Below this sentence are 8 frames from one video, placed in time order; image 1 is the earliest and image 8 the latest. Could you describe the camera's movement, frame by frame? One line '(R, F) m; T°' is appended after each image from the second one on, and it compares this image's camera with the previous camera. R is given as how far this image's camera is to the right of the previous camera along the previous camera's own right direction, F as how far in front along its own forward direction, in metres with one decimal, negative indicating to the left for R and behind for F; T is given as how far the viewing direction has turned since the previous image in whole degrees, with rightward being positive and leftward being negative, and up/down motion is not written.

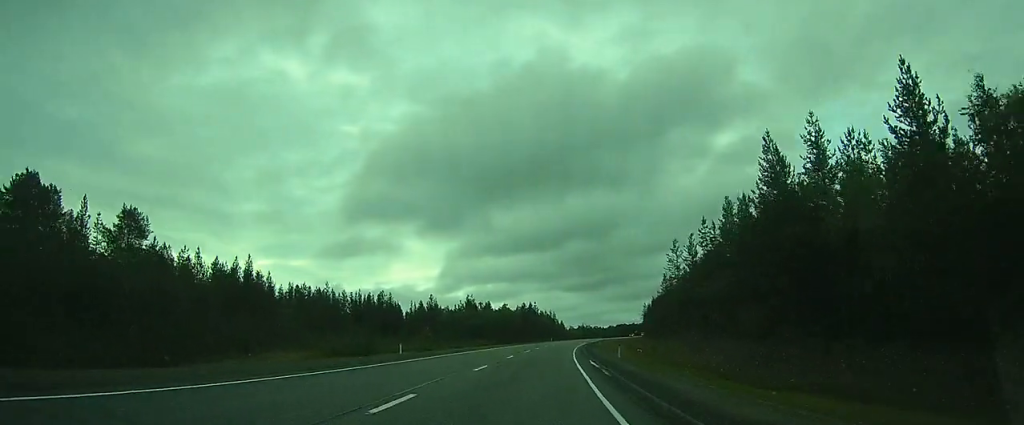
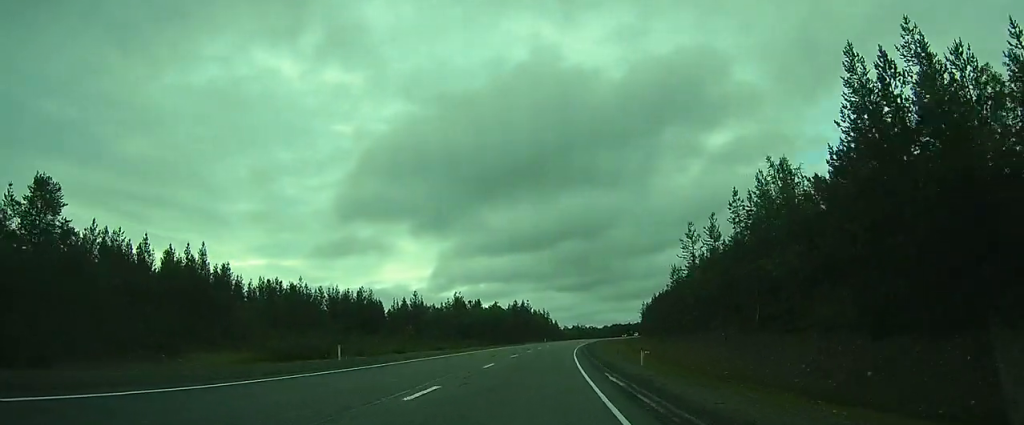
(0.0, +8.8) m; 0°
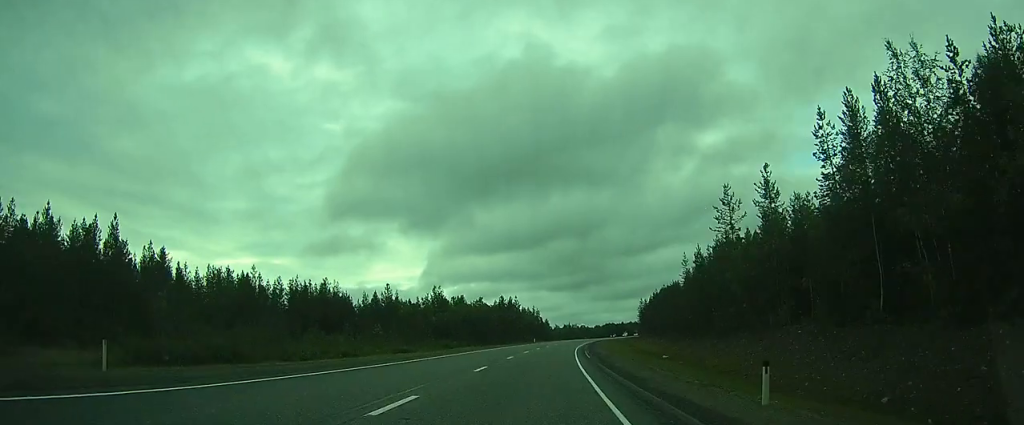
(0.0, +12.9) m; 0°
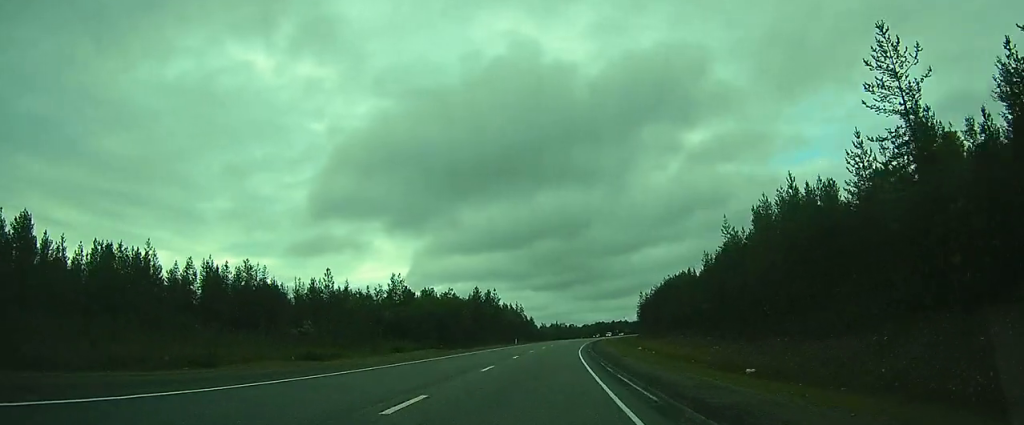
(+0.1, +22.9) m; +1°
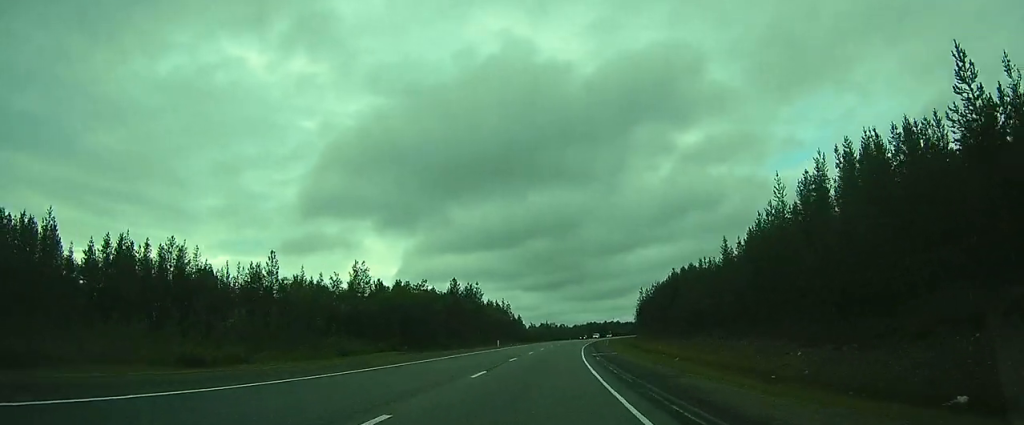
(+0.1, +17.1) m; +1°
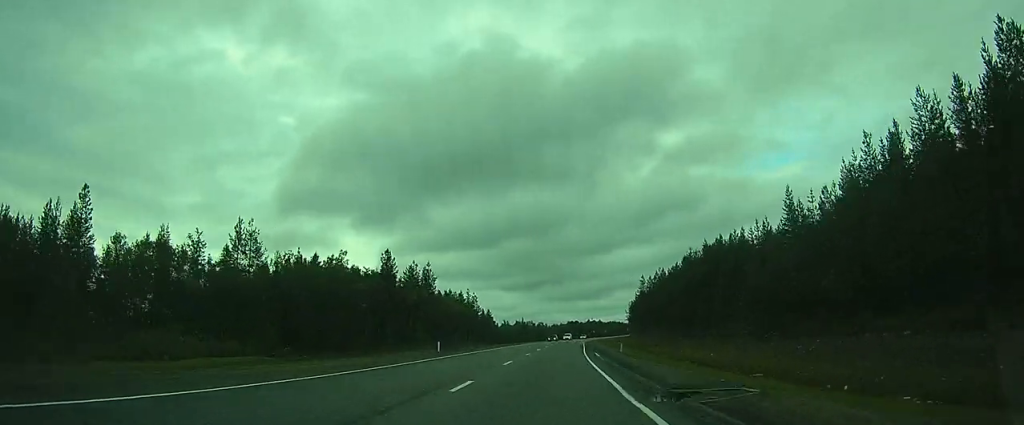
(+0.3, +32.8) m; +1°
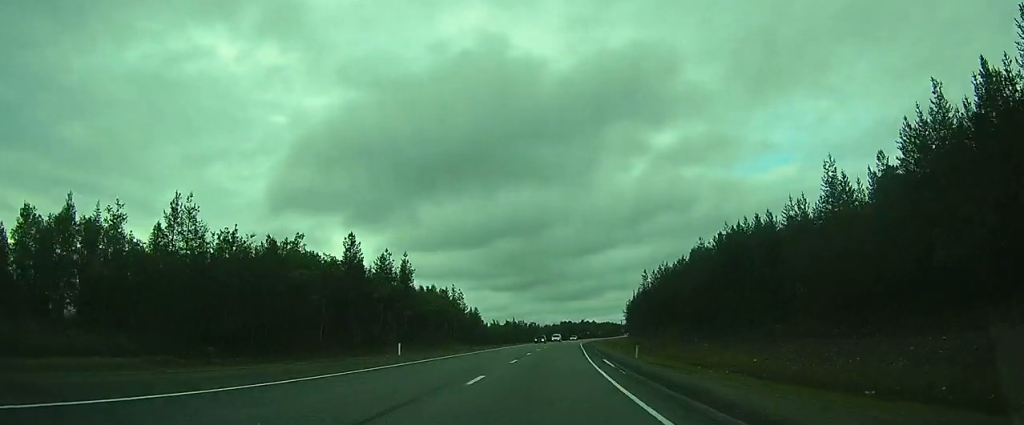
(+0.1, +10.7) m; +1°
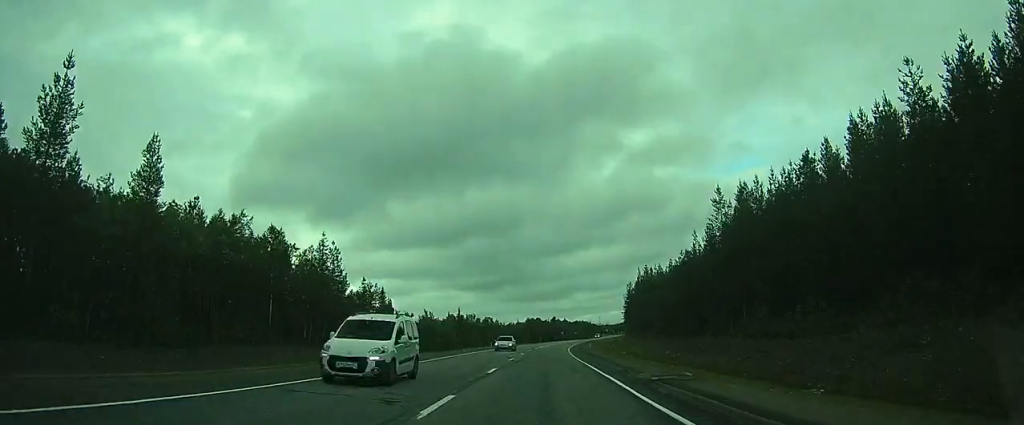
(+2.4, +53.6) m; +5°
